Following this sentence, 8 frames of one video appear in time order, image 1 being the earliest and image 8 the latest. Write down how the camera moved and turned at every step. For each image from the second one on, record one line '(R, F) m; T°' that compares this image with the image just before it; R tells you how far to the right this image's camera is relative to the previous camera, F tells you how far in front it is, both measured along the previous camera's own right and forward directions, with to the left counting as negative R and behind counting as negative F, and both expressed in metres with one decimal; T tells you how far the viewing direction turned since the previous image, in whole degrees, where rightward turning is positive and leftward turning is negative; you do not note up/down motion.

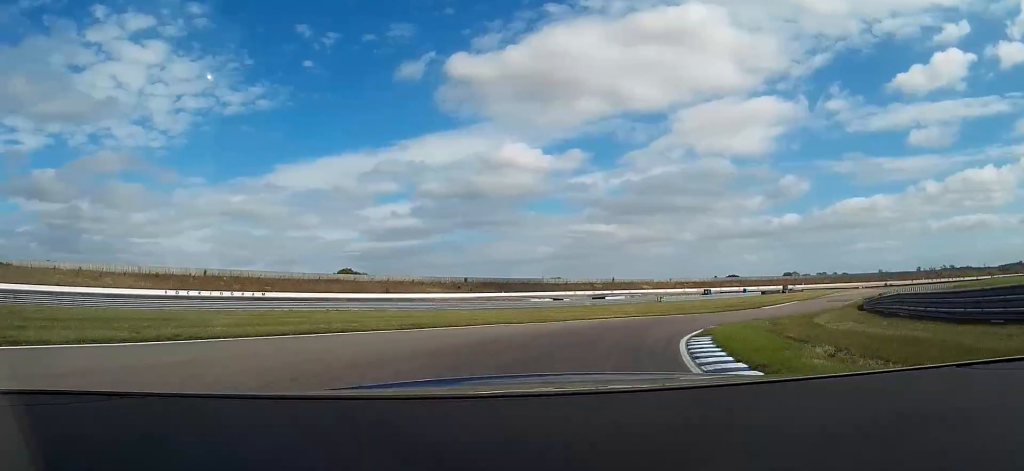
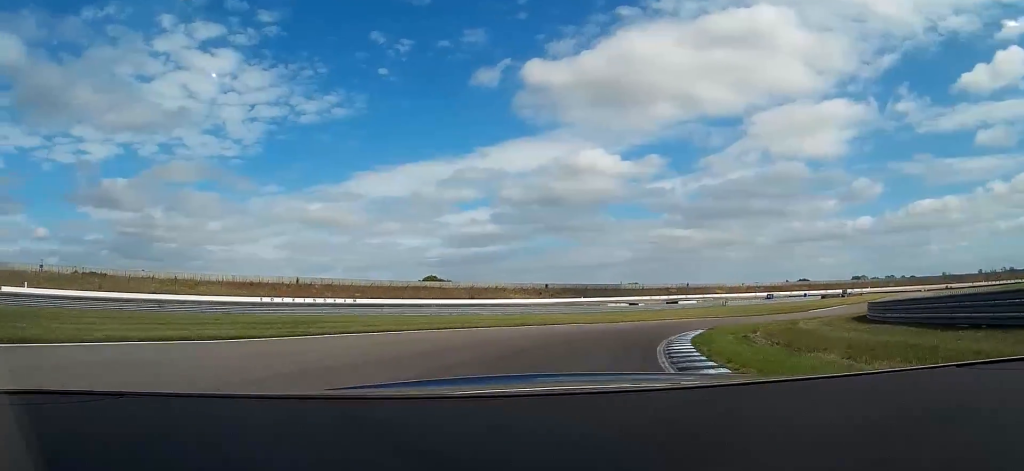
(-0.7, +12.6) m; -6°
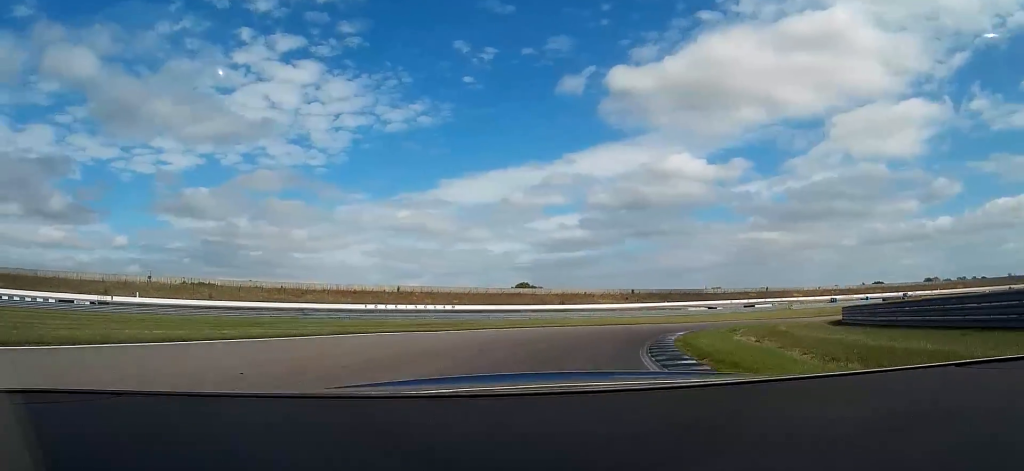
(-0.7, +15.5) m; -8°
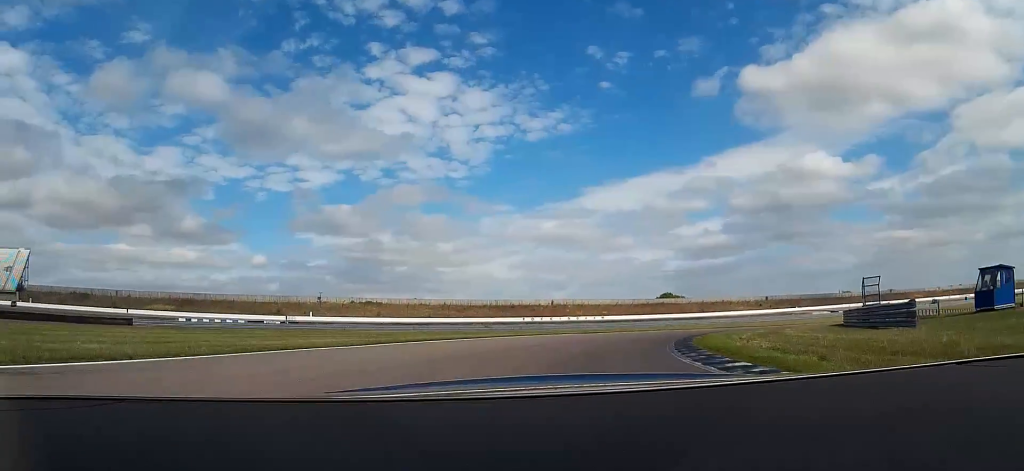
(-2.6, +21.3) m; -14°
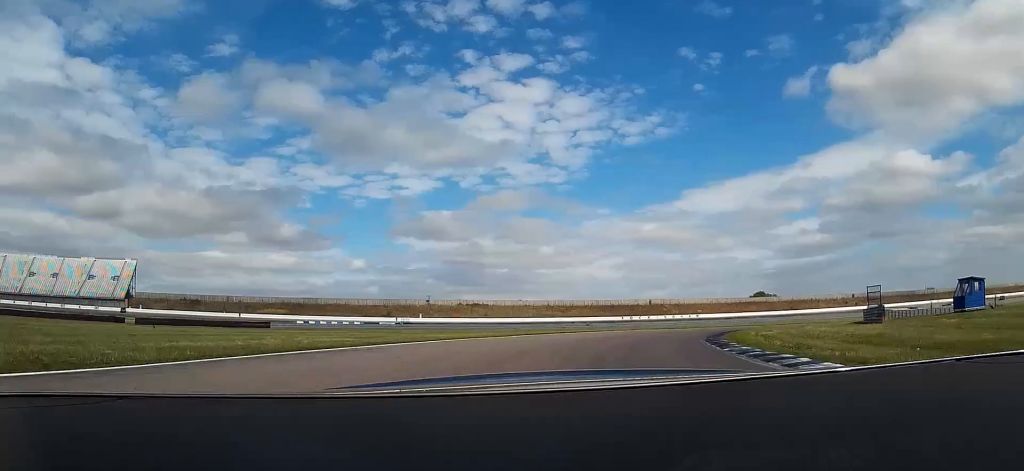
(-0.7, +11.9) m; -9°
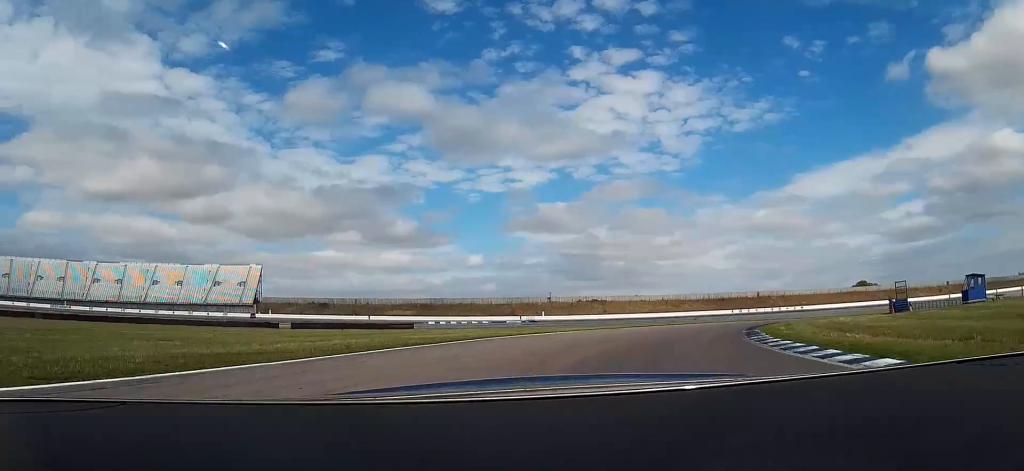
(-1.4, +13.2) m; -11°
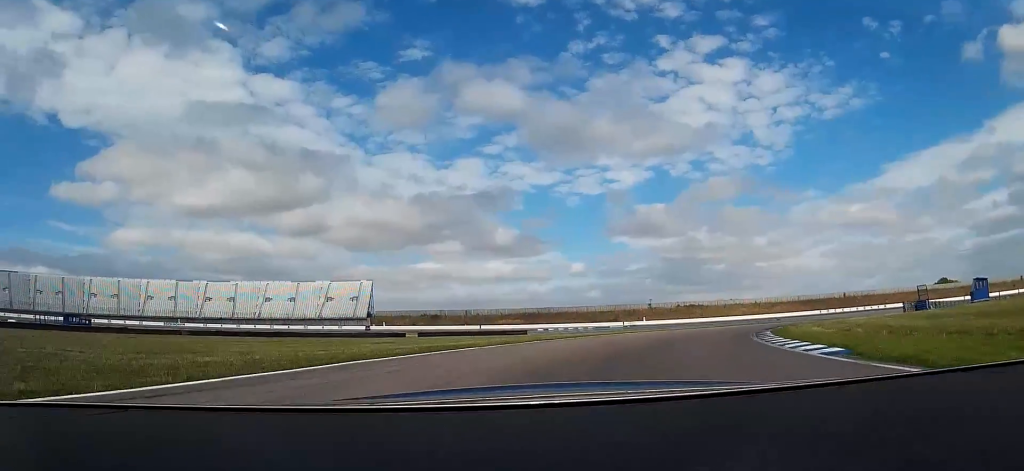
(-1.5, +13.7) m; -10°
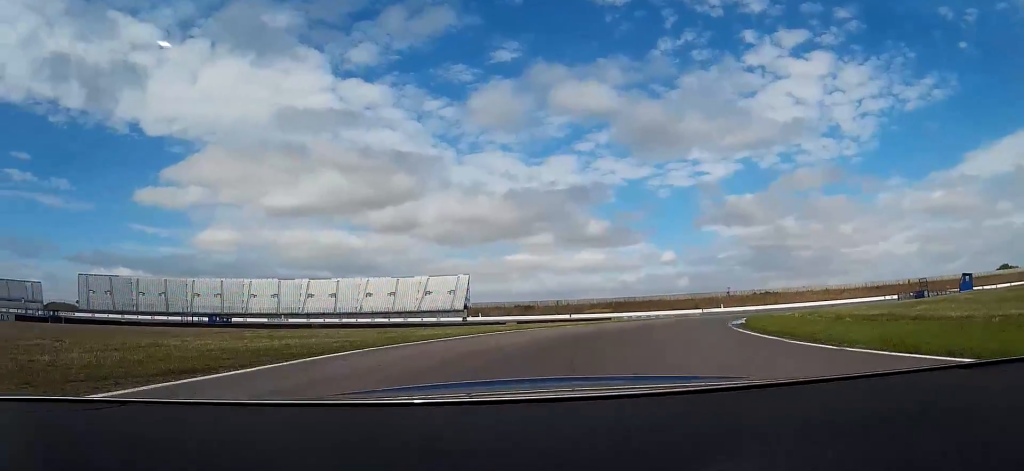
(-1.4, +17.7) m; -10°
